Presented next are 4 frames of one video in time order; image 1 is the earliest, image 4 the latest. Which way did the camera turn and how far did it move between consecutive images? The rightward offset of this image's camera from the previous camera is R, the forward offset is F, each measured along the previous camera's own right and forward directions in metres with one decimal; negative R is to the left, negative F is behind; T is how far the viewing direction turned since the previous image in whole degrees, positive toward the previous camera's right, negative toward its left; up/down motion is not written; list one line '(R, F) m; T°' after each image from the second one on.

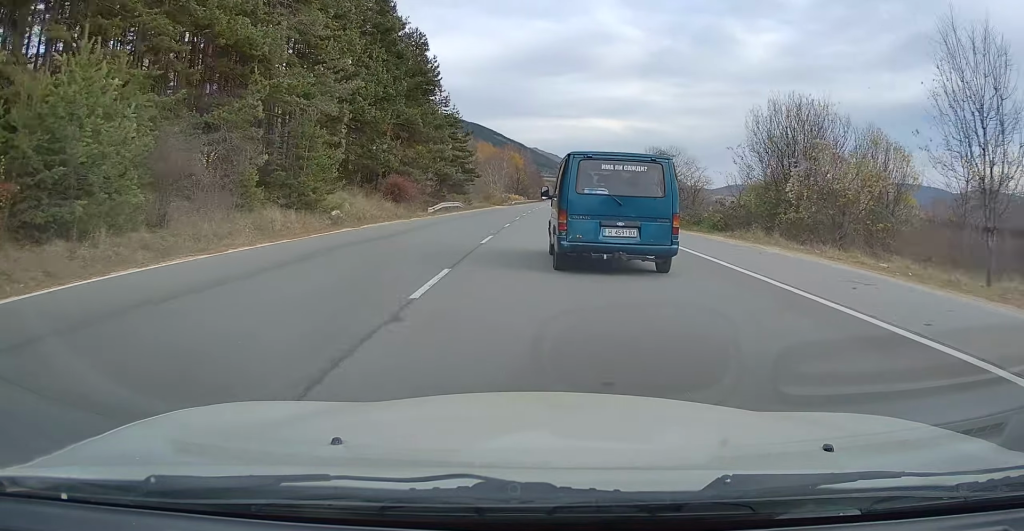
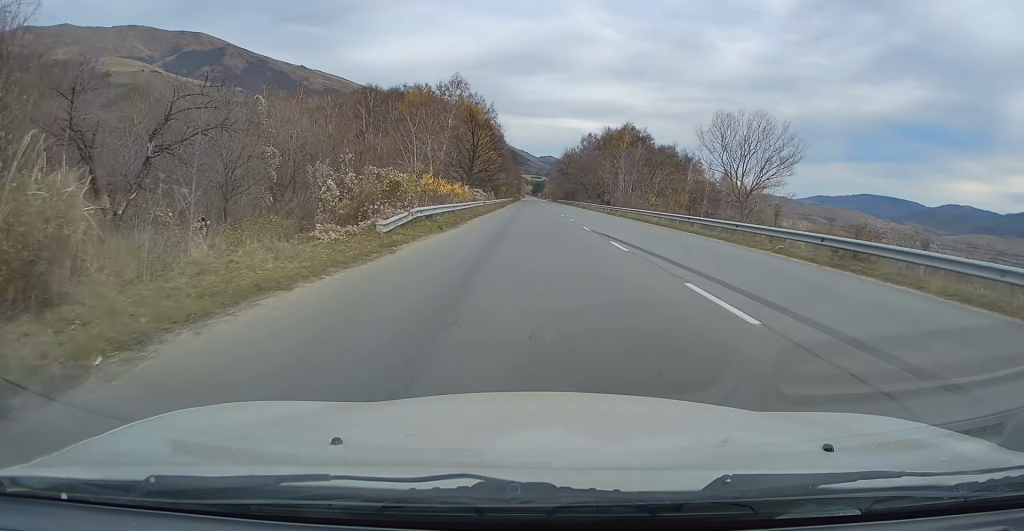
(+1.0, +102.8) m; +3°
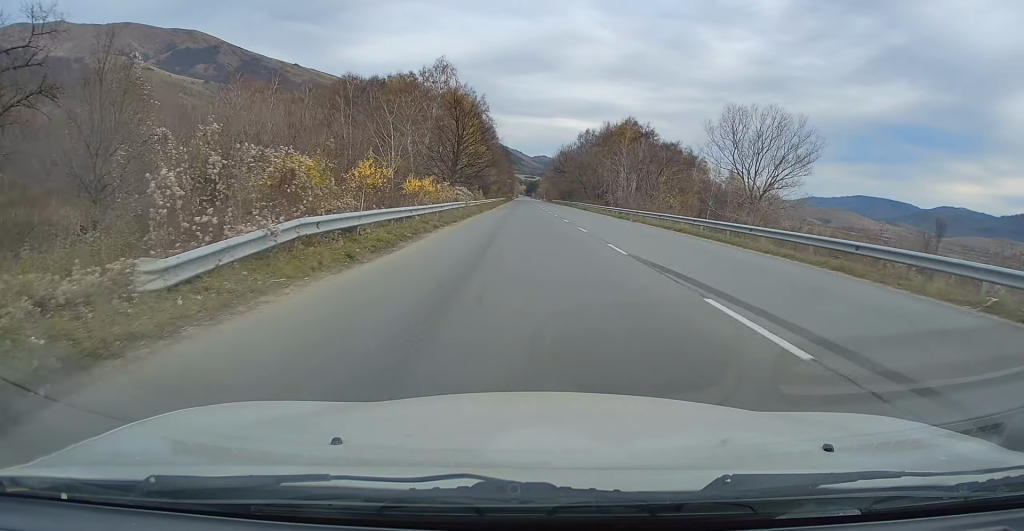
(+0.2, +10.6) m; 0°
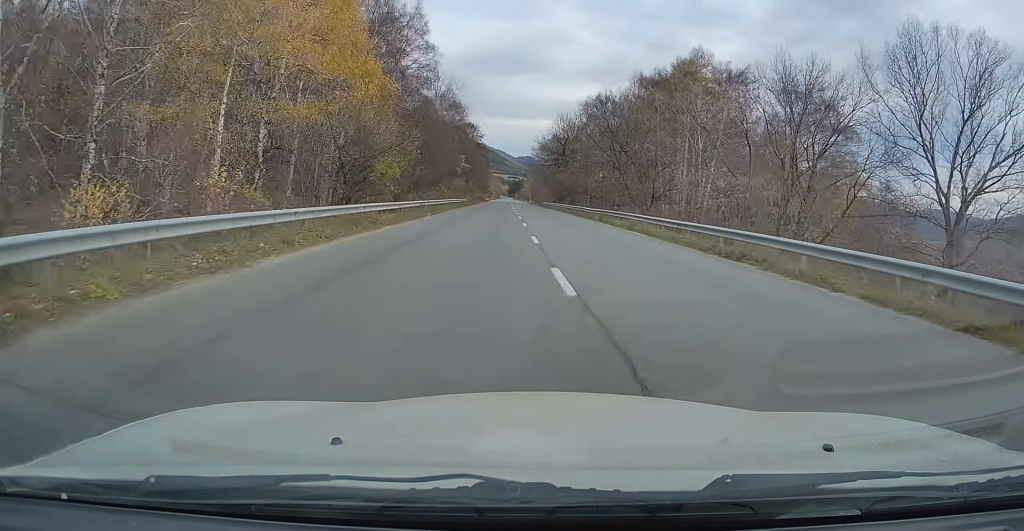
(+1.3, +61.6) m; +2°
